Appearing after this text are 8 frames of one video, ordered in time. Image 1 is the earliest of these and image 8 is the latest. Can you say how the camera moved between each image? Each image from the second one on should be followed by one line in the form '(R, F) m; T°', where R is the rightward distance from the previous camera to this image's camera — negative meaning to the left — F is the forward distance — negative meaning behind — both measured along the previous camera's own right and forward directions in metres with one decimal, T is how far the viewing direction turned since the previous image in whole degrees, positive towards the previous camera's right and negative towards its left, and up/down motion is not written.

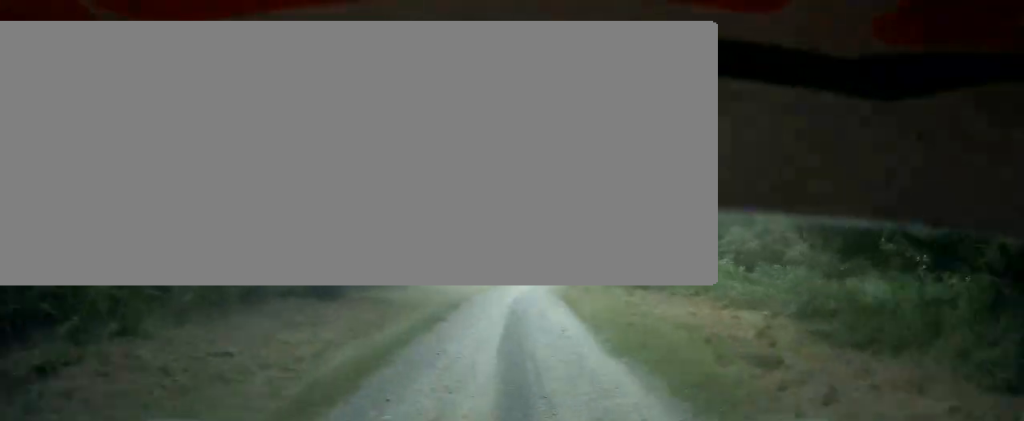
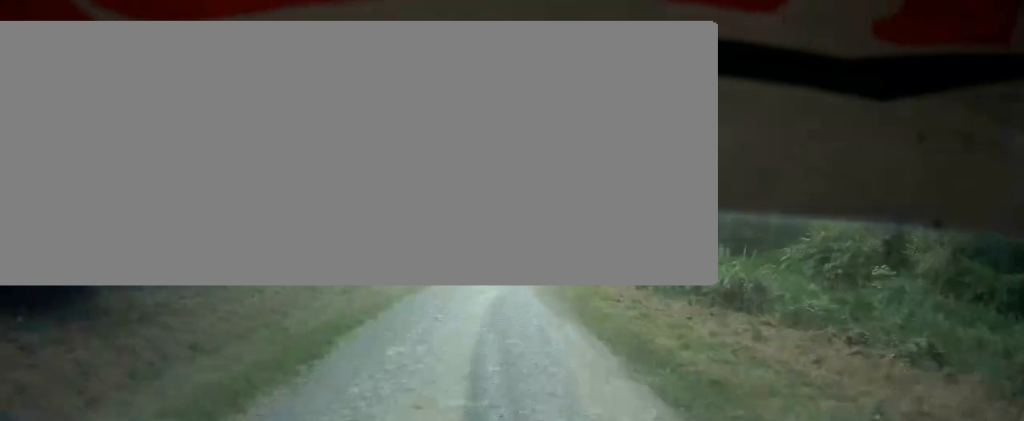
(+0.1, +12.2) m; -3°
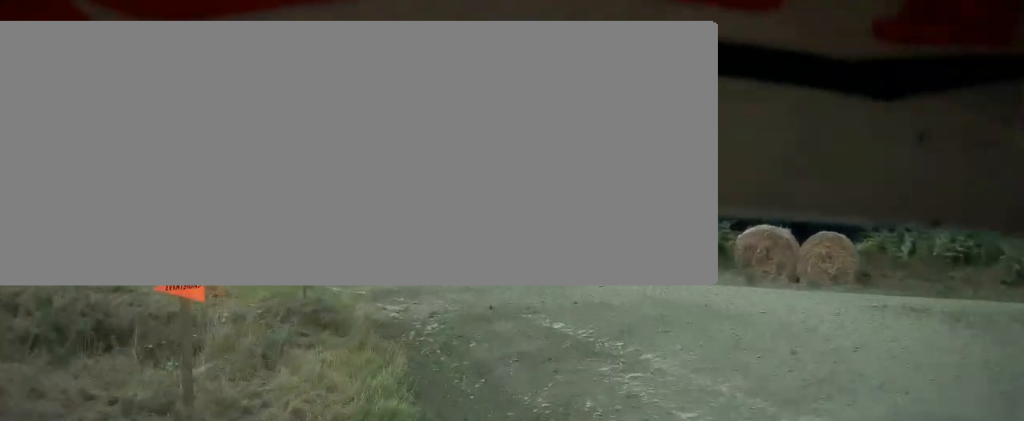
(-9.4, +31.9) m; -40°
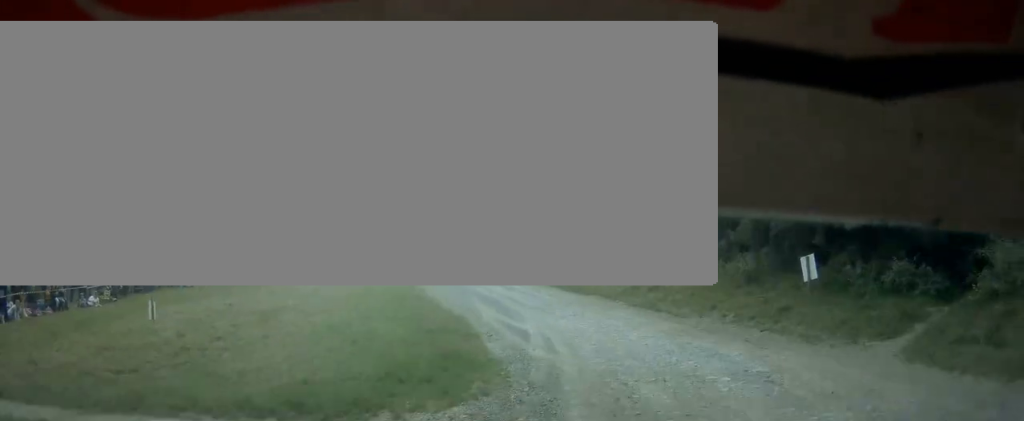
(-3.5, +19.6) m; -10°
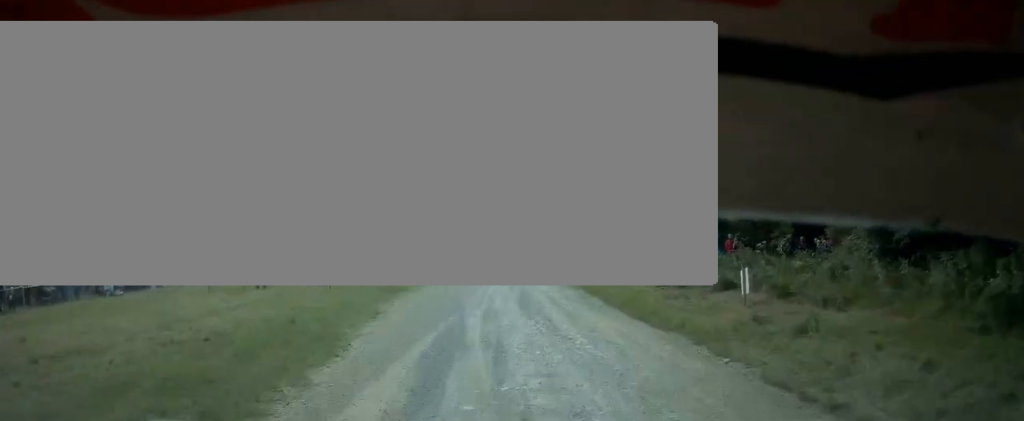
(-0.4, +16.4) m; +2°
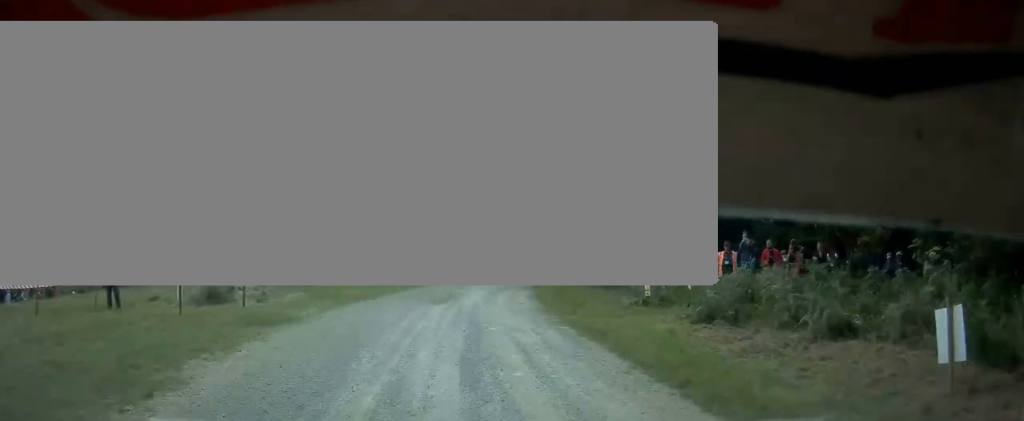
(+0.7, +10.8) m; +5°
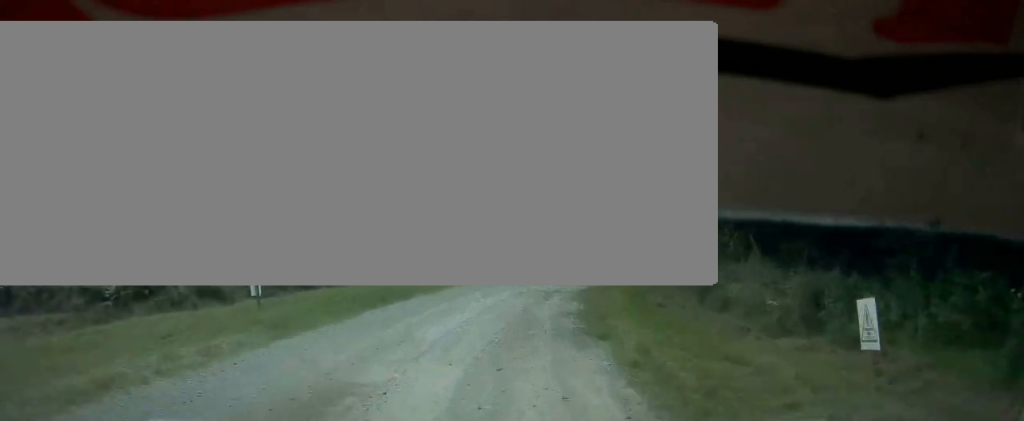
(+1.6, +20.8) m; +8°
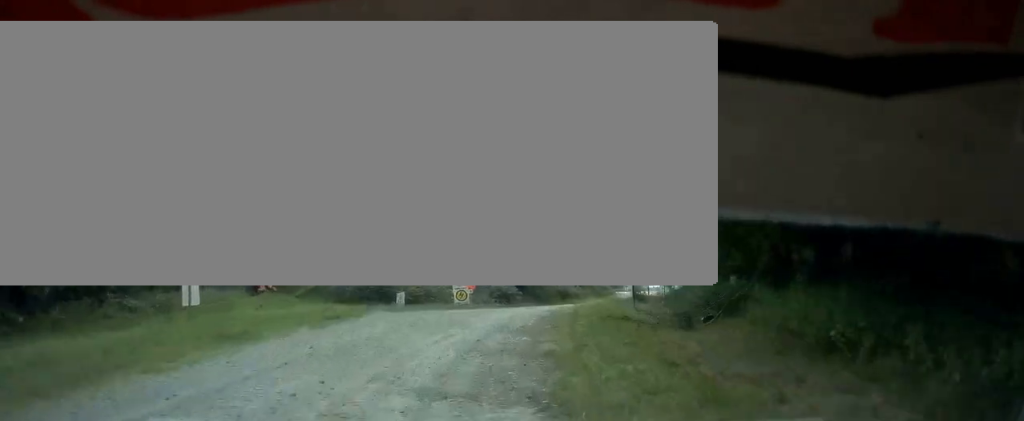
(+0.9, +17.6) m; +5°
